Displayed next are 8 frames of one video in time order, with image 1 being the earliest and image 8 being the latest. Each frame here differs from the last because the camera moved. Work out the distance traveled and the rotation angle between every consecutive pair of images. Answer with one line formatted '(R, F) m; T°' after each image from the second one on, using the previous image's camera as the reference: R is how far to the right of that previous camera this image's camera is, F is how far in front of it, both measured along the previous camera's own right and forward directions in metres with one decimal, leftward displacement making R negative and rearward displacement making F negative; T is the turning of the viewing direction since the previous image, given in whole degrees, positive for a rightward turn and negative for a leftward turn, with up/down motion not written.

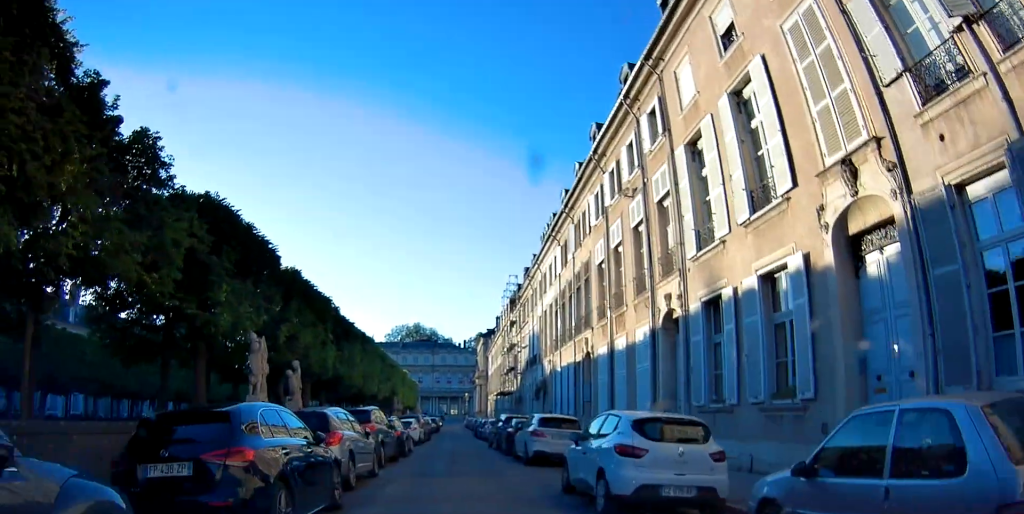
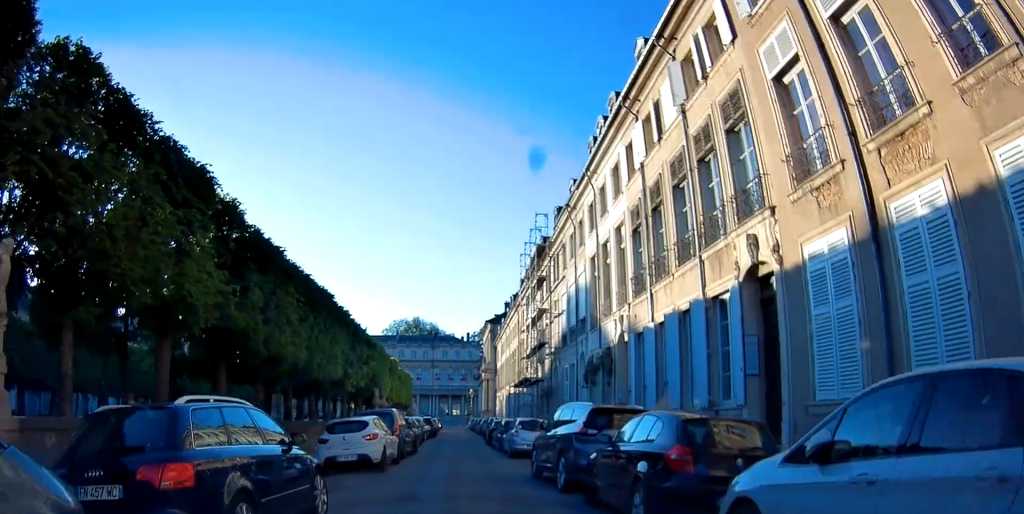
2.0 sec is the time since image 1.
(-0.7, +16.0) m; -4°
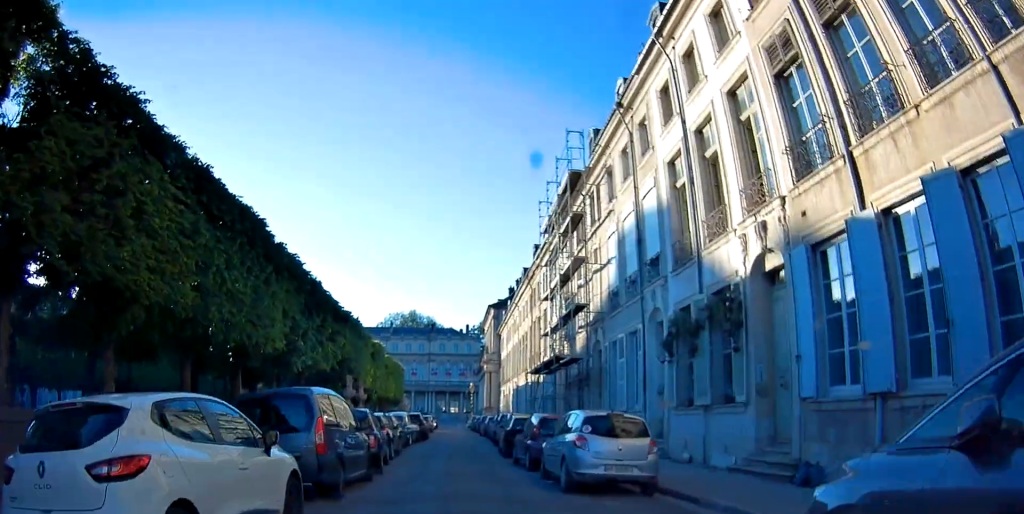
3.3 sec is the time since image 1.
(0.0, +10.7) m; 0°
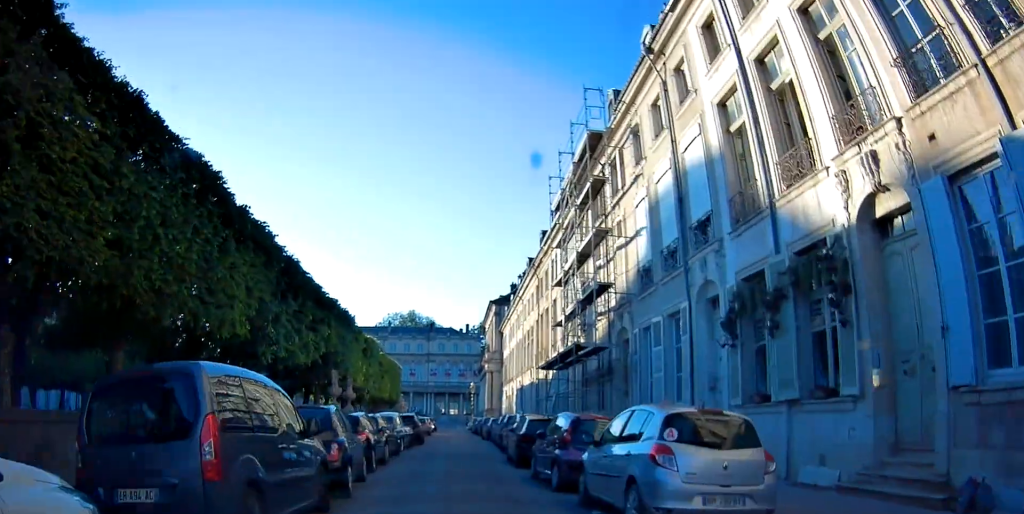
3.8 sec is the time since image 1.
(0.0, +3.9) m; +1°
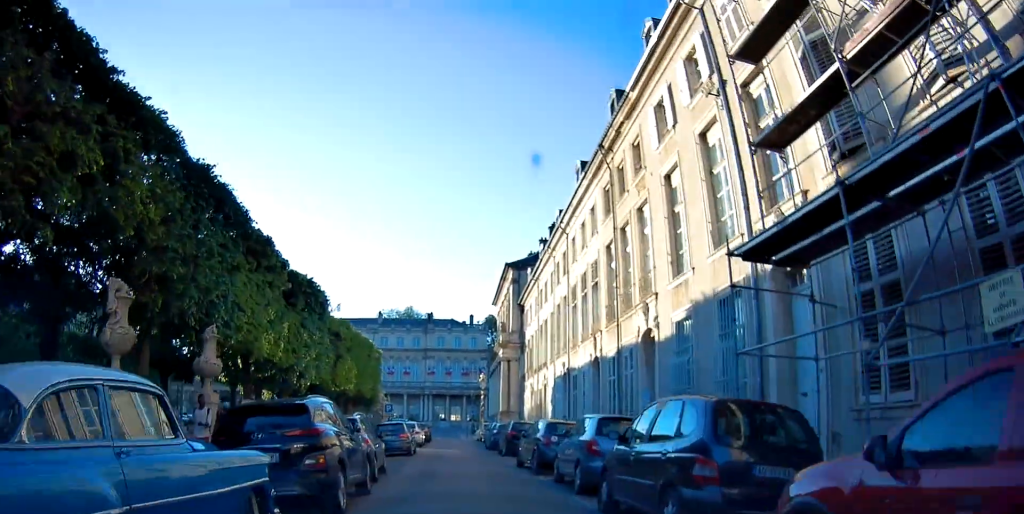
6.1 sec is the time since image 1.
(+0.8, +20.3) m; +2°
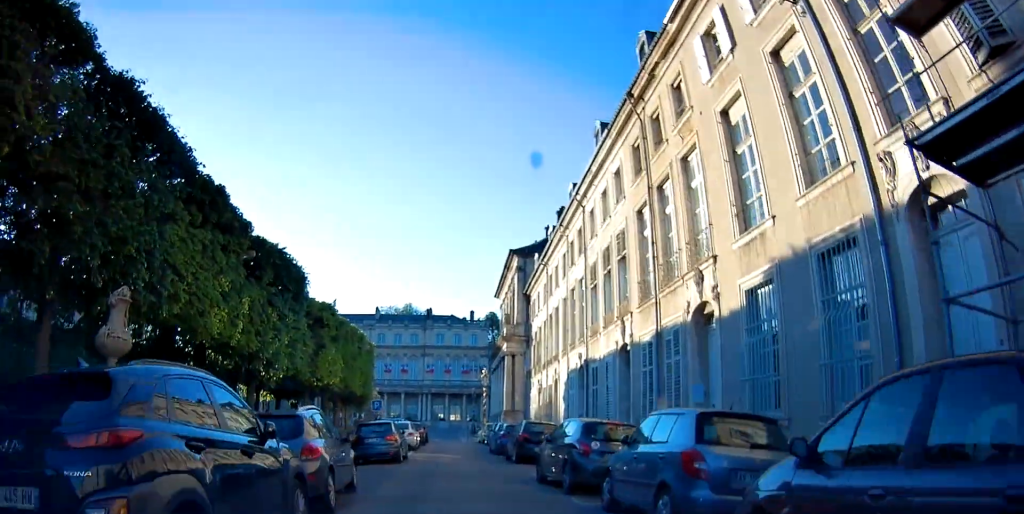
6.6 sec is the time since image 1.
(-0.1, +4.4) m; -1°
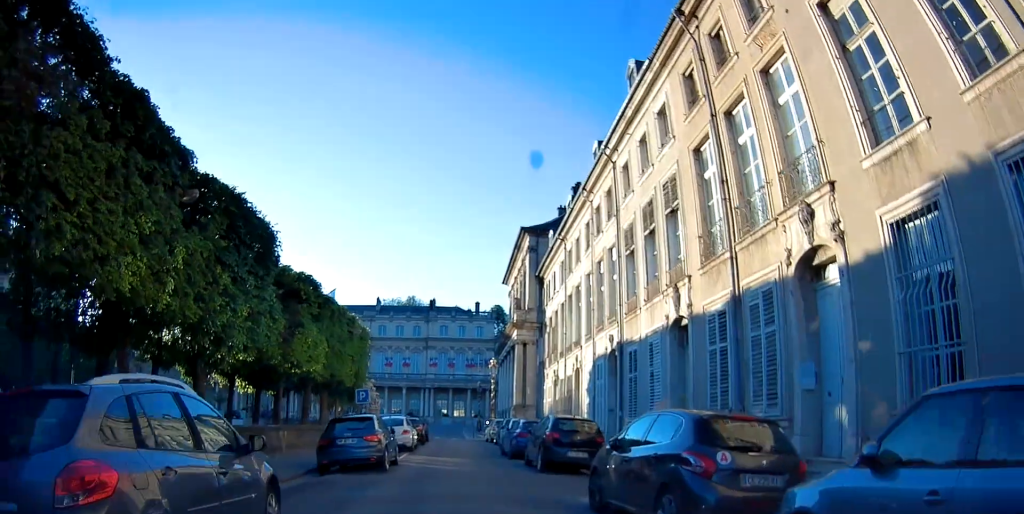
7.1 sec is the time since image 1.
(0.0, +4.9) m; +1°
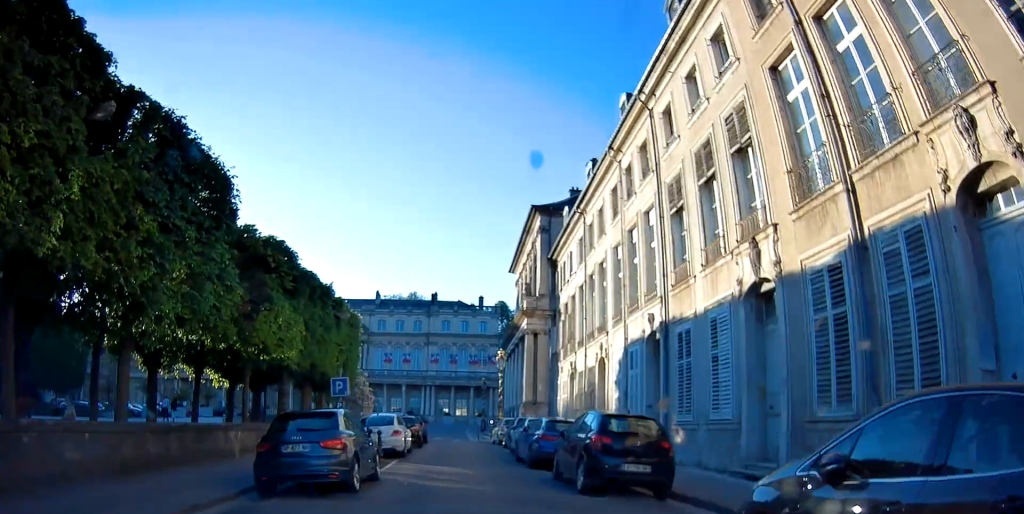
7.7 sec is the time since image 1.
(0.0, +4.6) m; +1°
